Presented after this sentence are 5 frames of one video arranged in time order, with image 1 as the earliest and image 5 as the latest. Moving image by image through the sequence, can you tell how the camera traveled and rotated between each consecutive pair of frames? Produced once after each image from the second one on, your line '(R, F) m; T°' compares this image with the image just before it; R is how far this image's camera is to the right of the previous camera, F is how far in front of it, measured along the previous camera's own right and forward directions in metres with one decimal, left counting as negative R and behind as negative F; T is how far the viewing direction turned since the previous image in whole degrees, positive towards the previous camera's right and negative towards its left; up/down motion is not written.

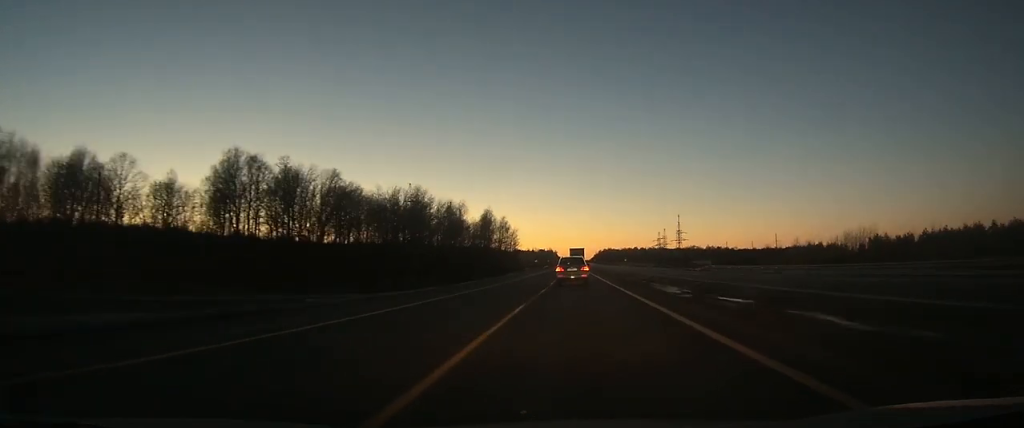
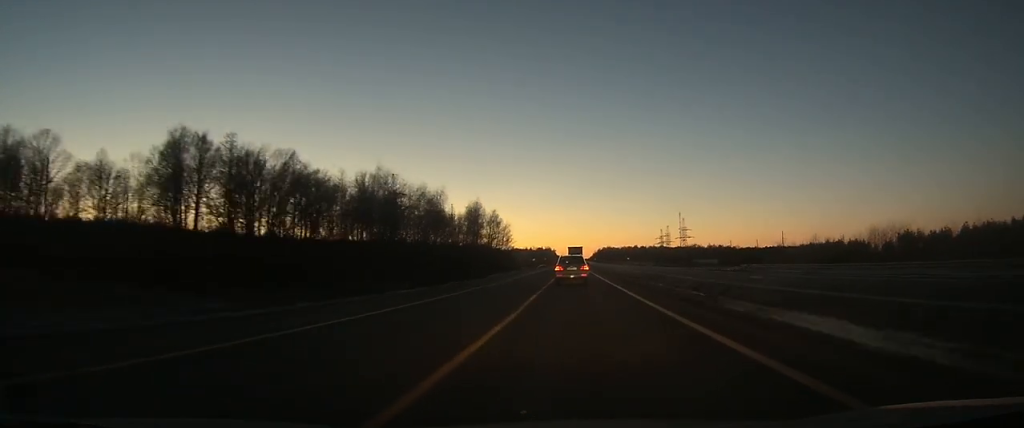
(-0.1, +18.5) m; 0°
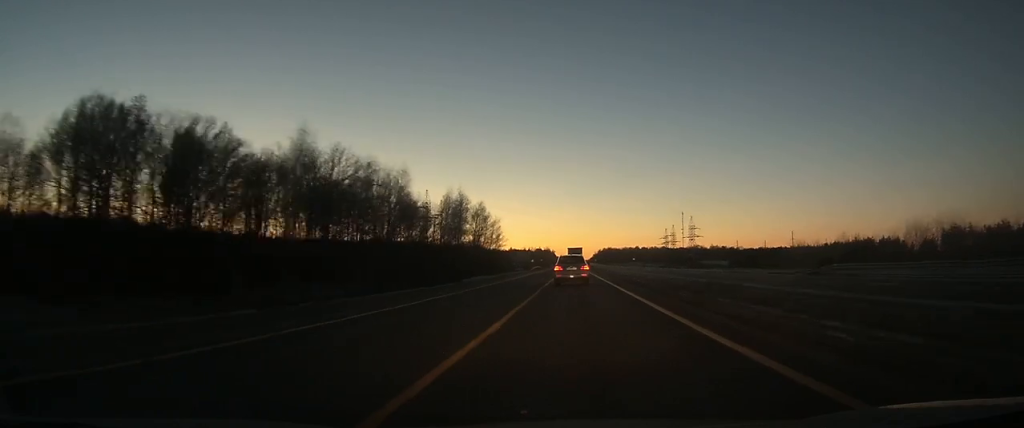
(-0.1, +22.7) m; 0°
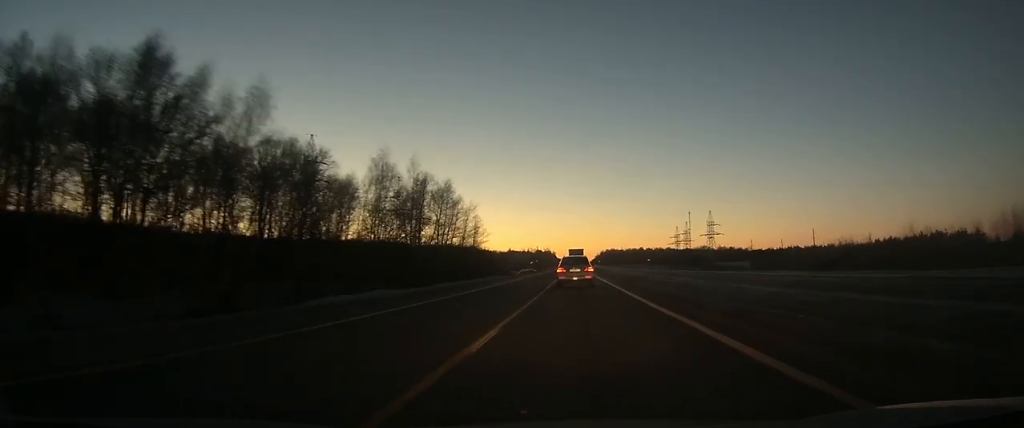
(+0.1, +37.9) m; 0°
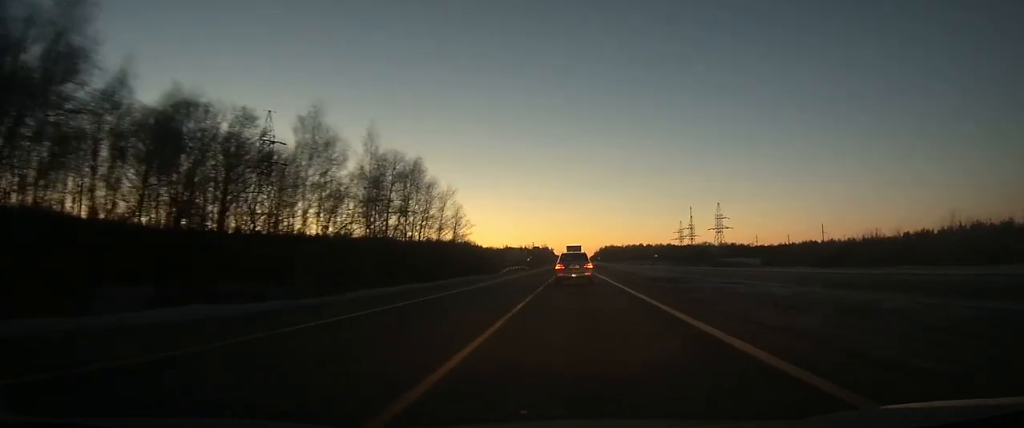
(0.0, +18.0) m; 0°
